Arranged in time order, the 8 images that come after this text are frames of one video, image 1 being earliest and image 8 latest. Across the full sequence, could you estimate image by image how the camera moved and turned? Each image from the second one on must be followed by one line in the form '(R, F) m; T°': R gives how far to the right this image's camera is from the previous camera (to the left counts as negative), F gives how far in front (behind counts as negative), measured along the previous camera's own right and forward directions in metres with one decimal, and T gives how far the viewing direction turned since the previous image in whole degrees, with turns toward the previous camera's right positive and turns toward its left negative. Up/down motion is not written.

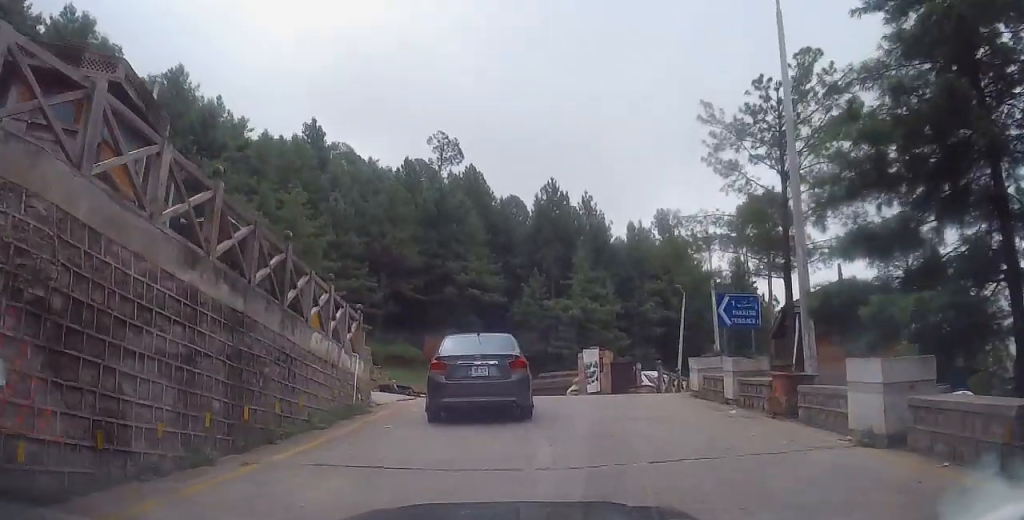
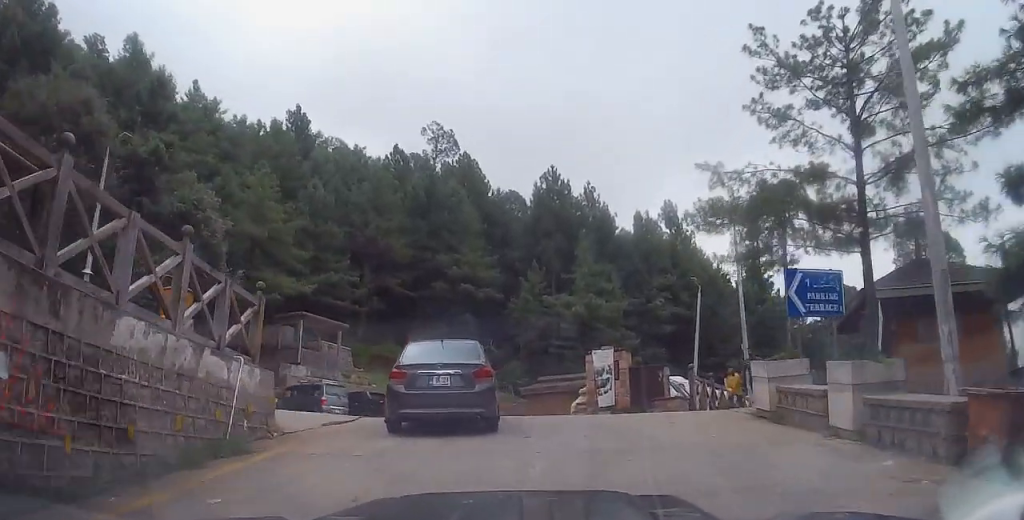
(-0.4, +5.1) m; -10°
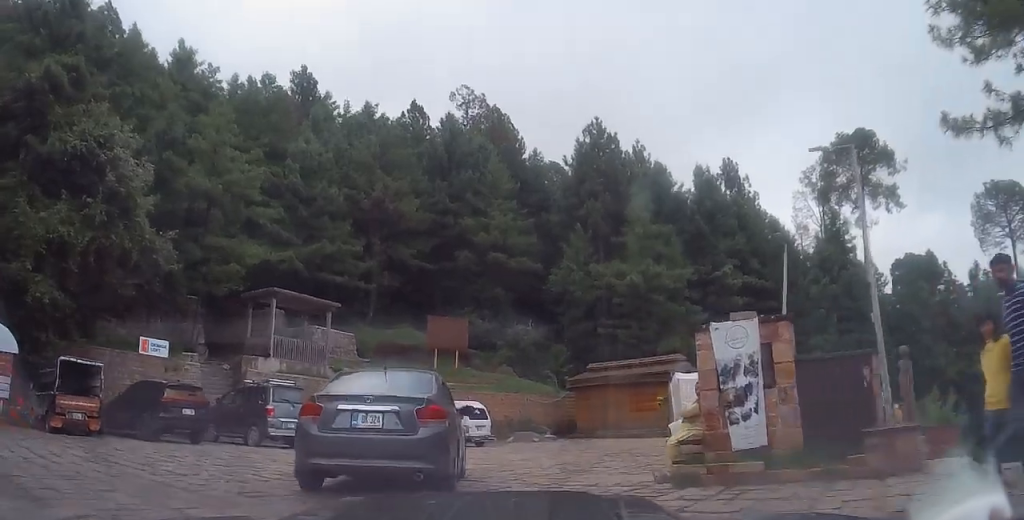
(-0.8, +9.0) m; -12°
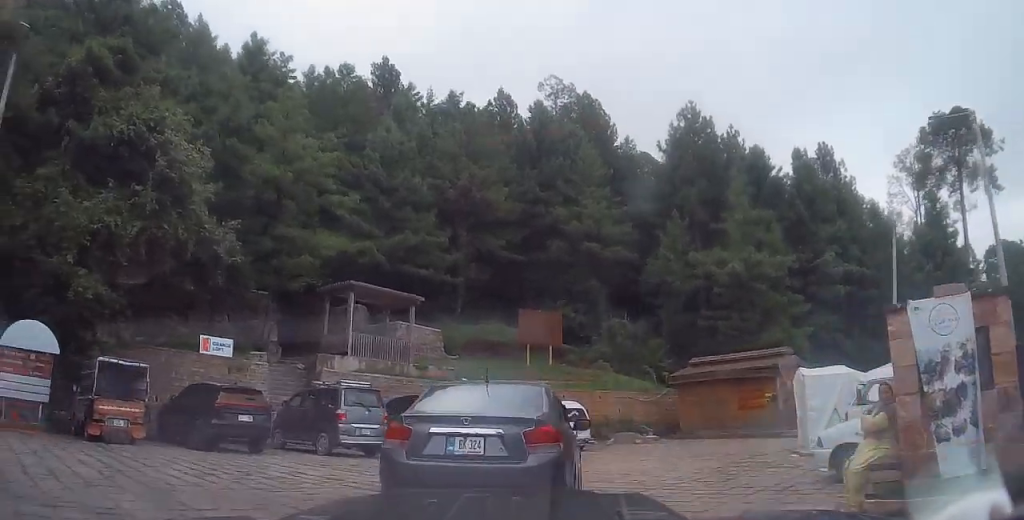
(-0.2, +2.2) m; -7°
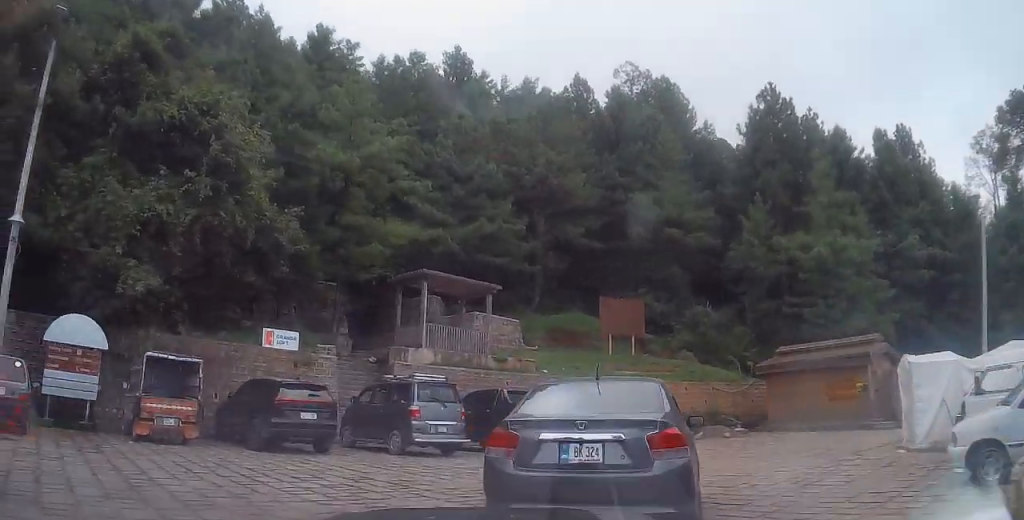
(0.0, +1.4) m; -4°
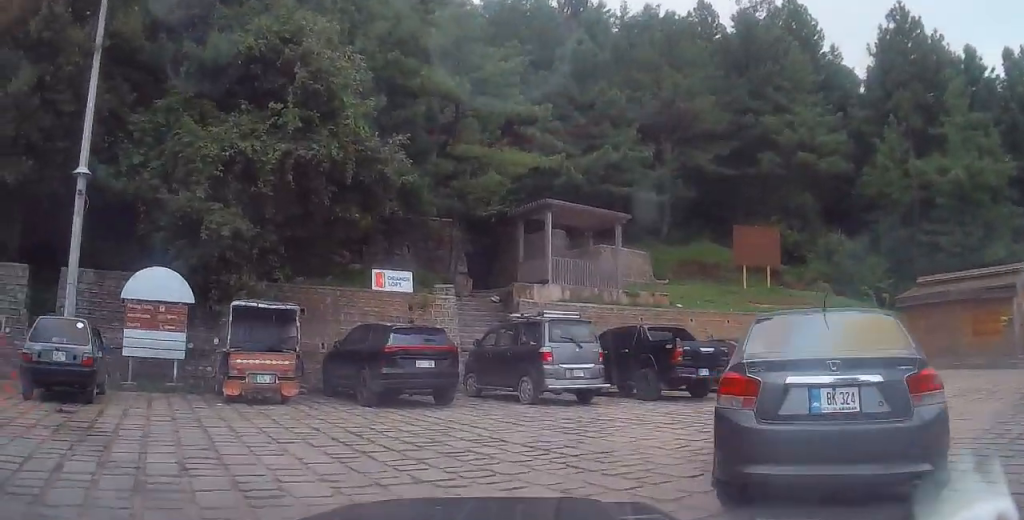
(-0.2, +1.9) m; -9°
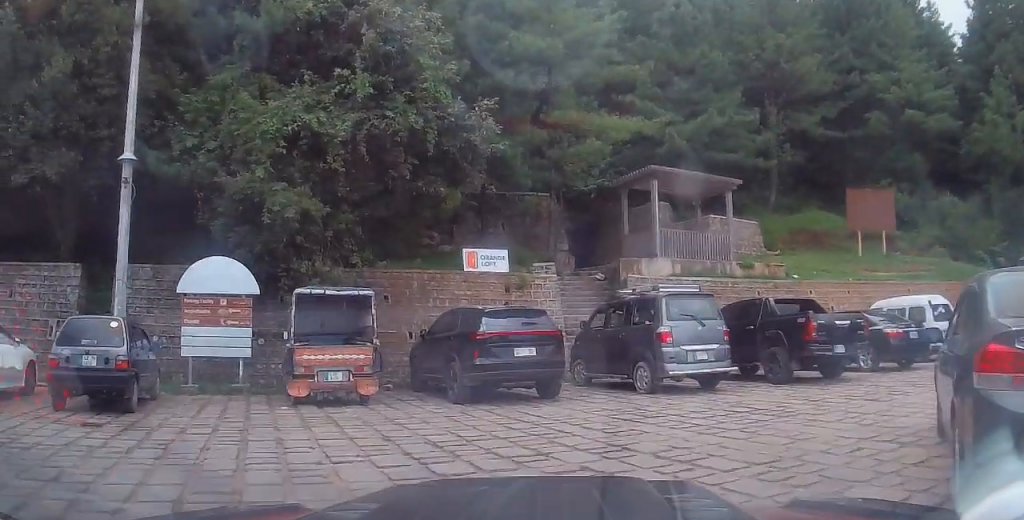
(-0.1, +1.7) m; -5°
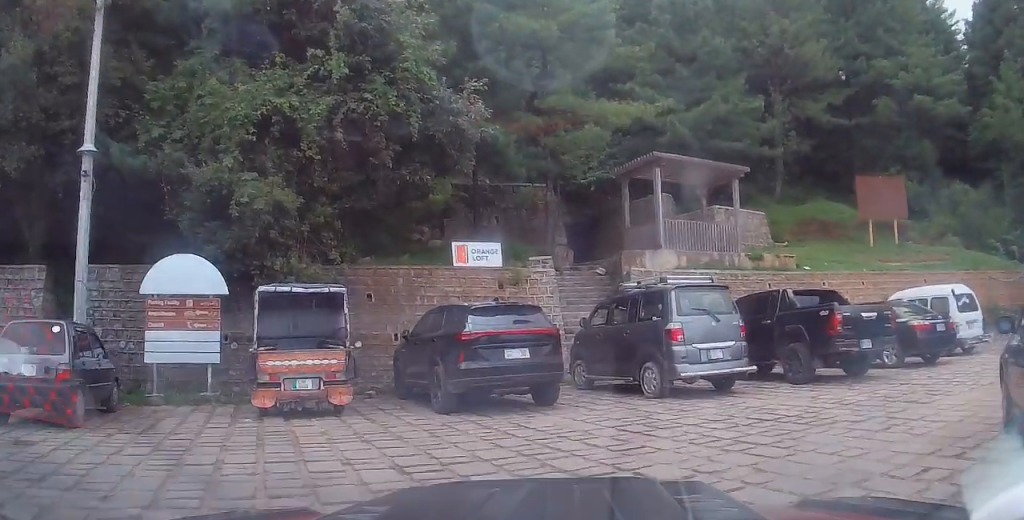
(-0.2, +1.1) m; 0°
